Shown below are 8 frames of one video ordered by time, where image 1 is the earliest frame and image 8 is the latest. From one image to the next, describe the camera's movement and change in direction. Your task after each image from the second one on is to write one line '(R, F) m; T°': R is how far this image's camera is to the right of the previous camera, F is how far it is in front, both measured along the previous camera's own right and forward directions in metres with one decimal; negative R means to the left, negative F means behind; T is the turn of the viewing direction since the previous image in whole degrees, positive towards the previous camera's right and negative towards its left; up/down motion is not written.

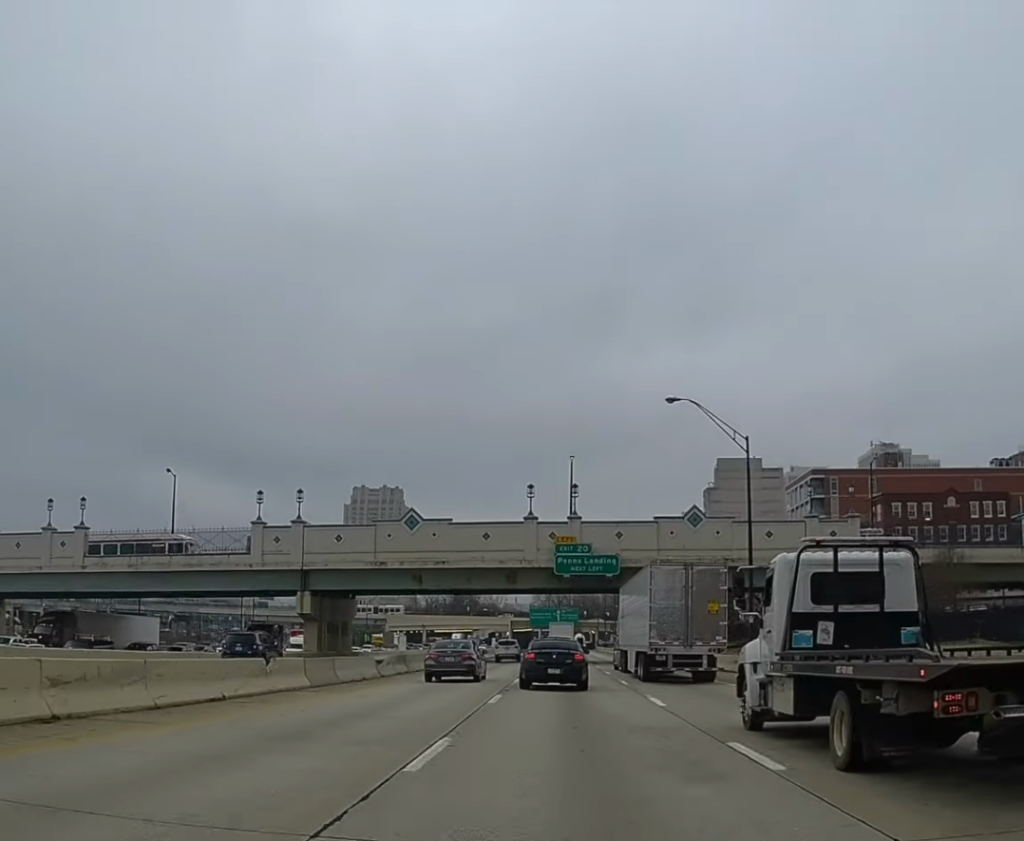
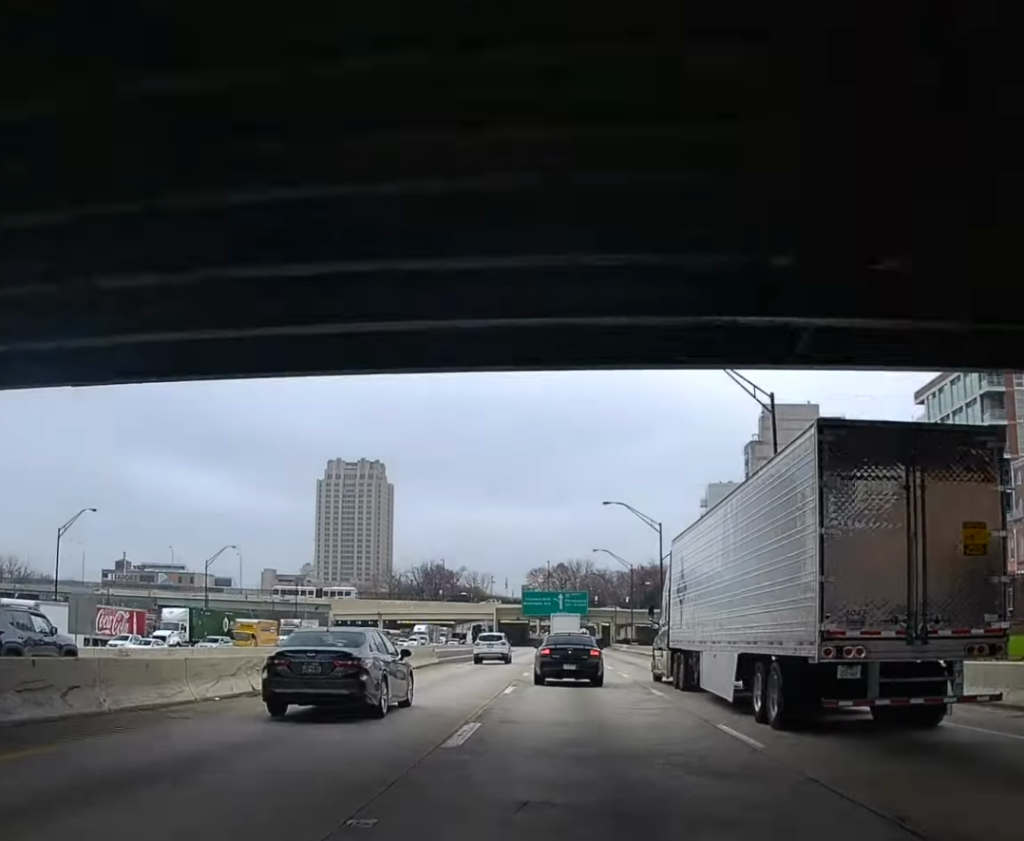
(-0.7, +70.3) m; -1°
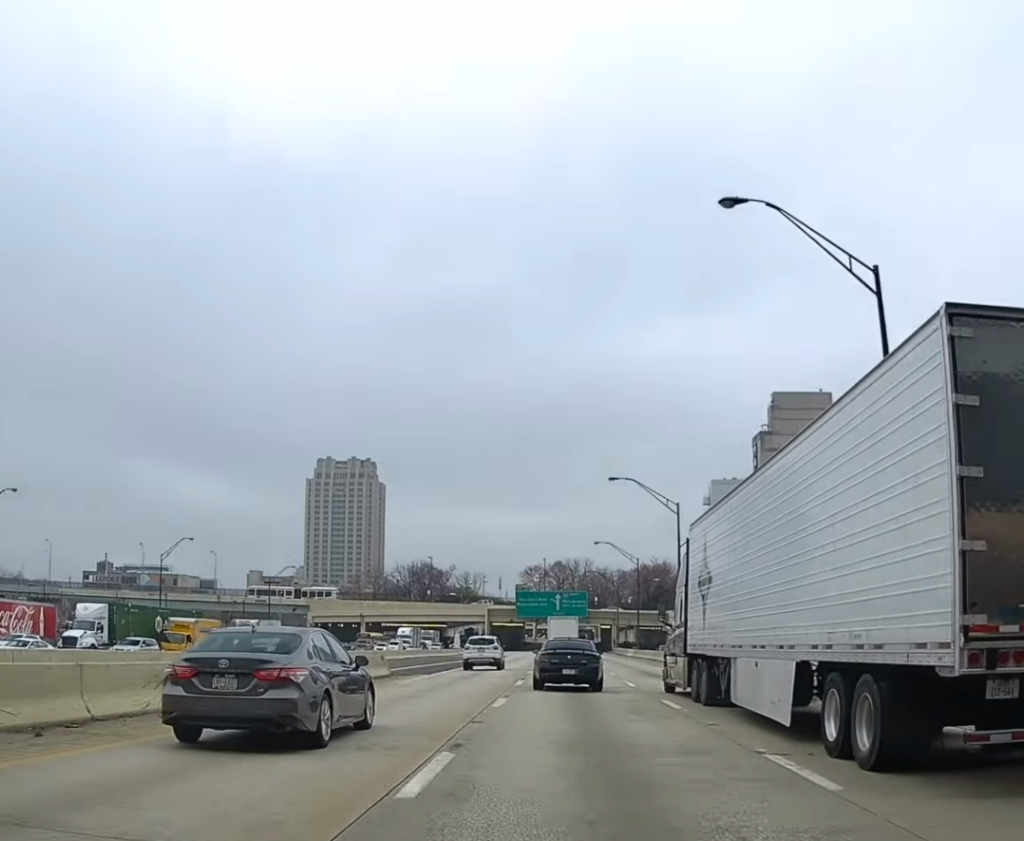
(-0.1, +16.0) m; 0°
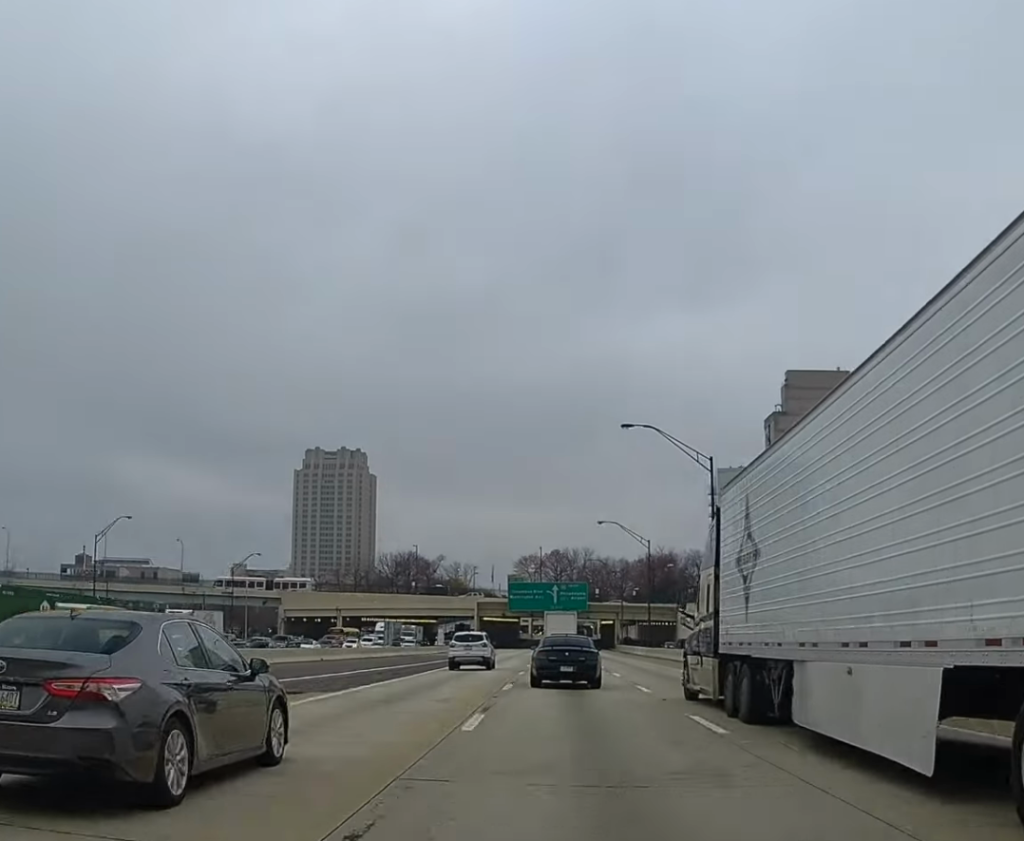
(+0.1, +18.4) m; 0°
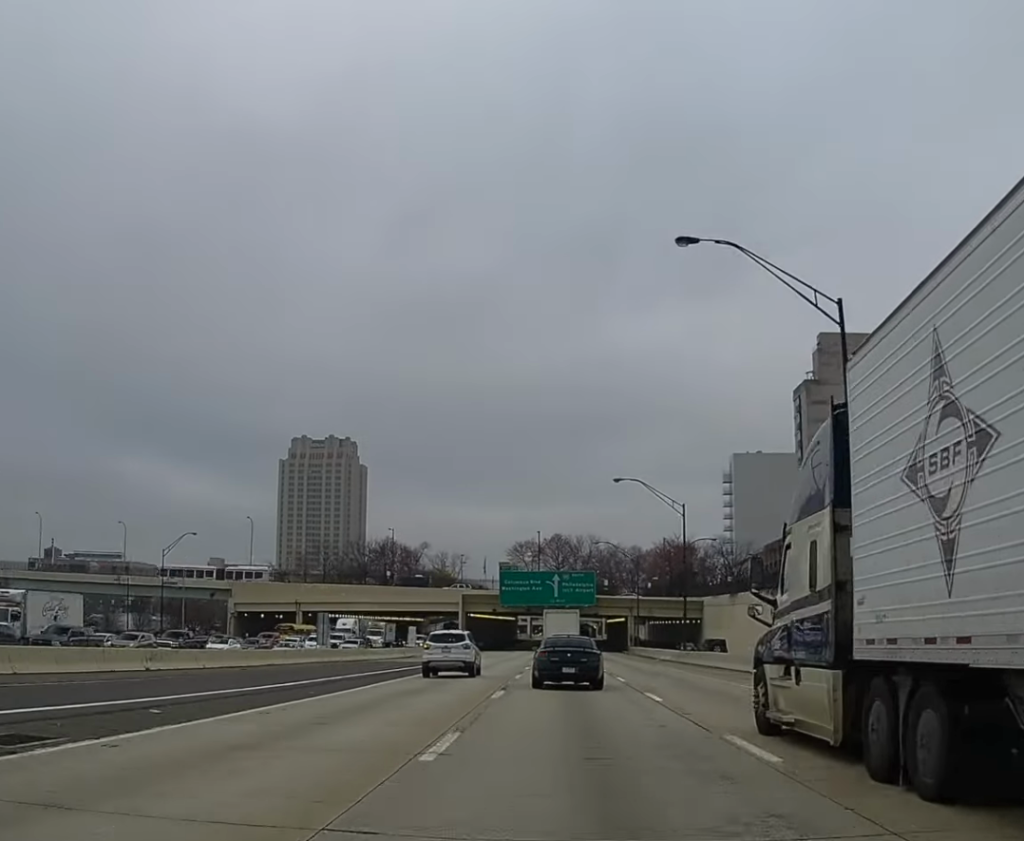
(+0.2, +28.1) m; 0°
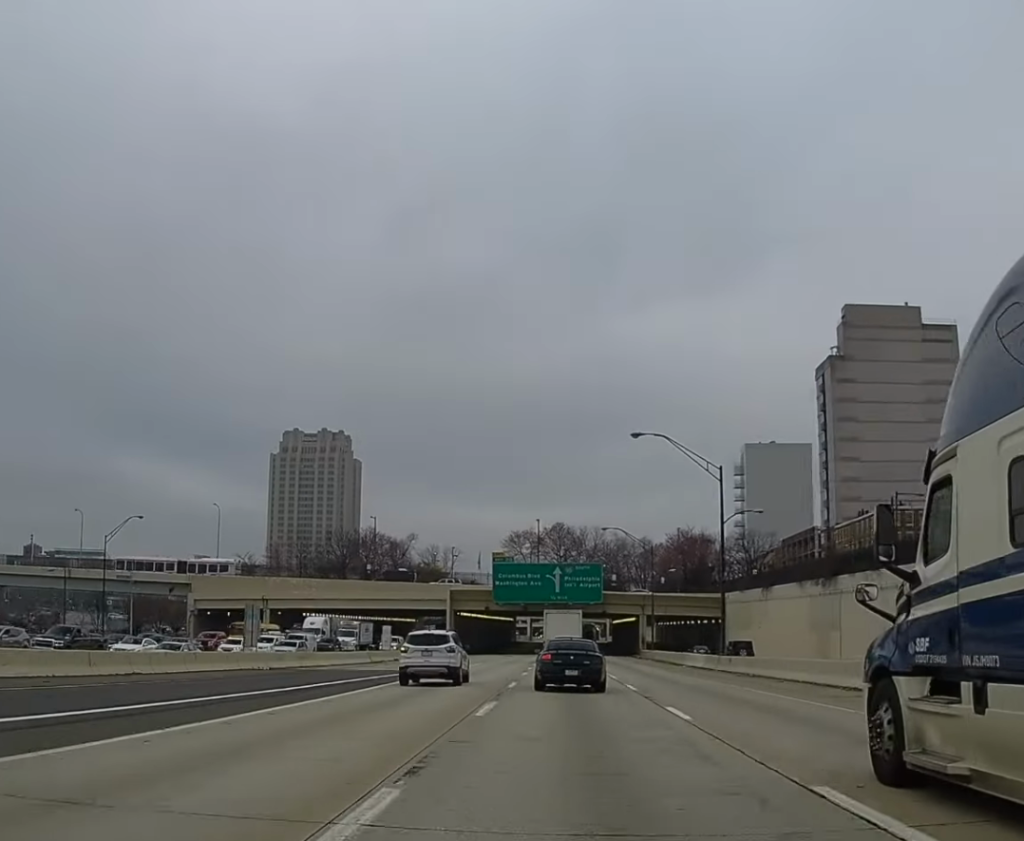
(0.0, +17.3) m; 0°
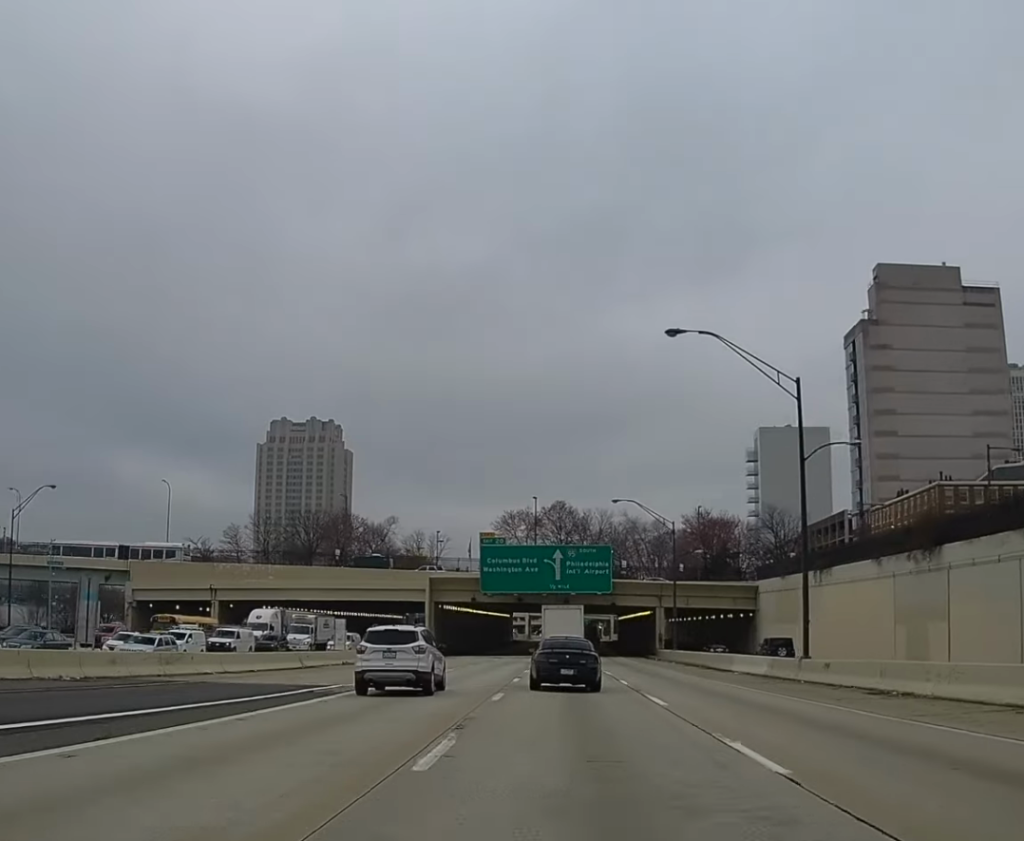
(0.0, +19.9) m; 0°
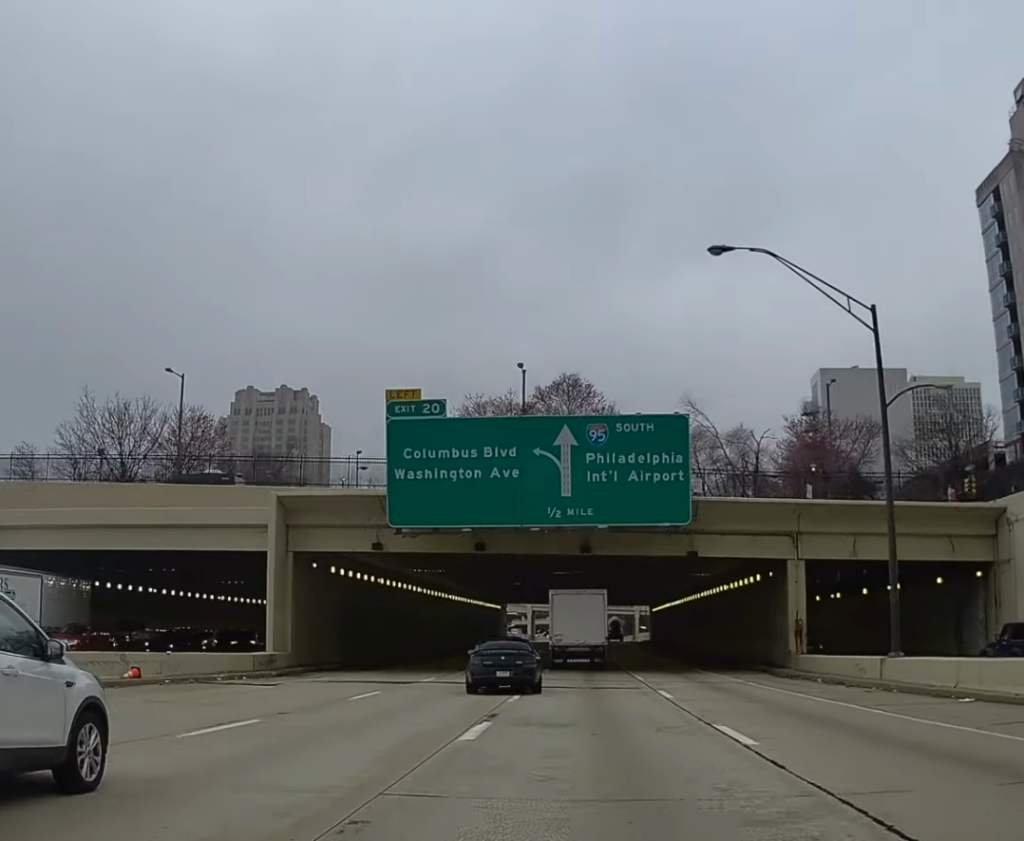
(+0.1, +56.8) m; 0°
